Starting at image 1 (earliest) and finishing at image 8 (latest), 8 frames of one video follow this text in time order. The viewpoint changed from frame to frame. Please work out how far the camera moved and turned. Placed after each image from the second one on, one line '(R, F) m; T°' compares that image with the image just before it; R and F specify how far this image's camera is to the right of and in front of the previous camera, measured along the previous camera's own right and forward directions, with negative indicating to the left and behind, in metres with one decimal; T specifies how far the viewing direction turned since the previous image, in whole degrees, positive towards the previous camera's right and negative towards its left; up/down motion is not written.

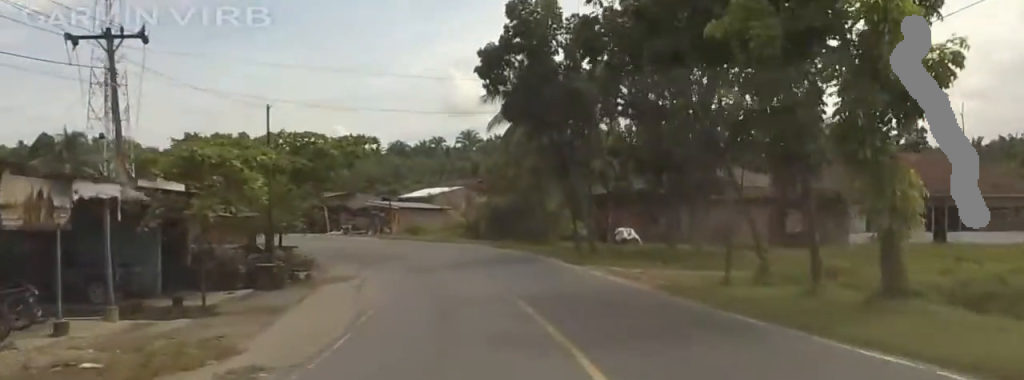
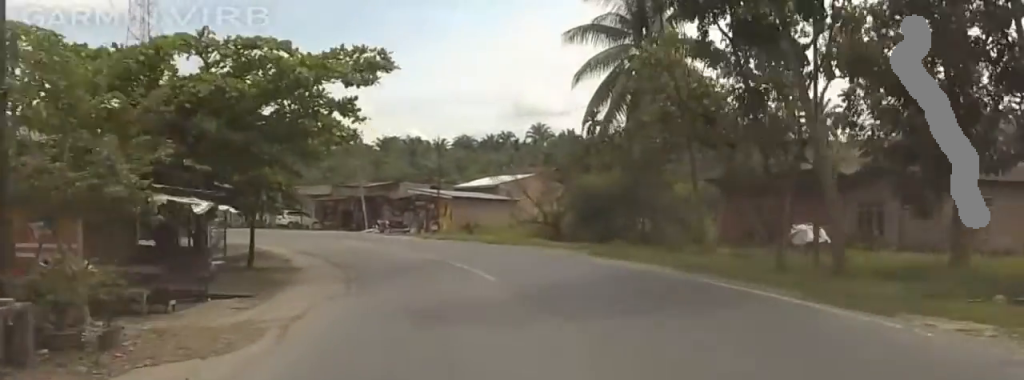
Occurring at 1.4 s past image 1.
(+1.3, +21.1) m; +3°
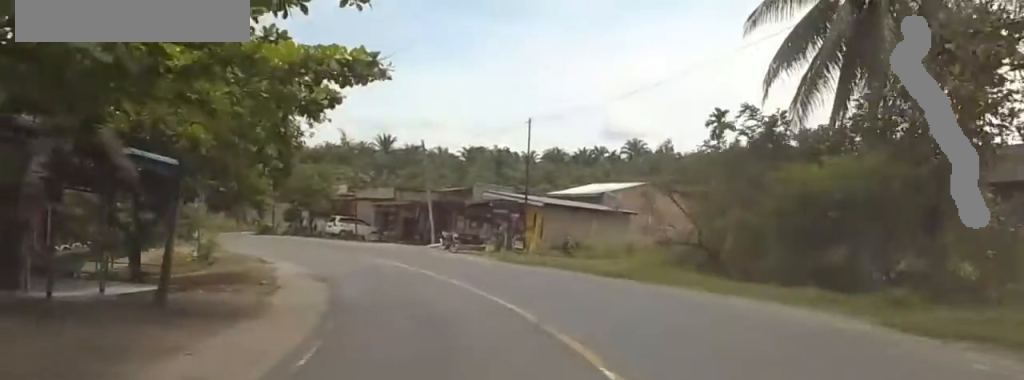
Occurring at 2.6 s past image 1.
(-1.0, +17.7) m; 0°
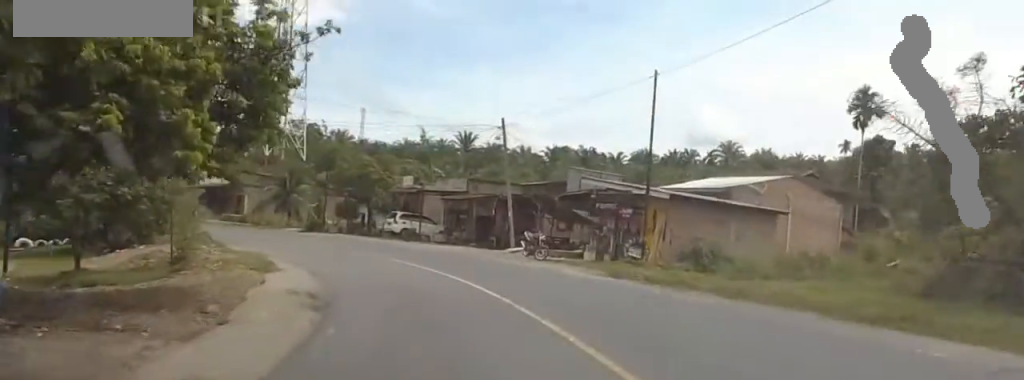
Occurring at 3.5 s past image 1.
(+1.2, +12.9) m; +7°
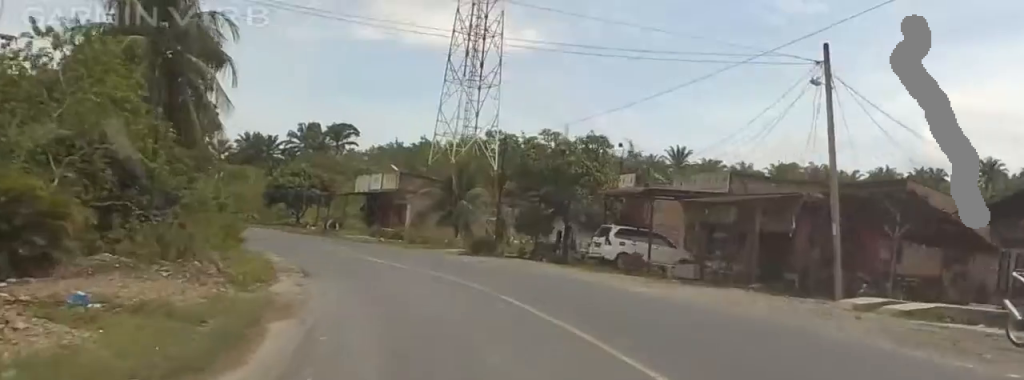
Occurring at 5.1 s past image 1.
(+0.6, +23.6) m; 0°
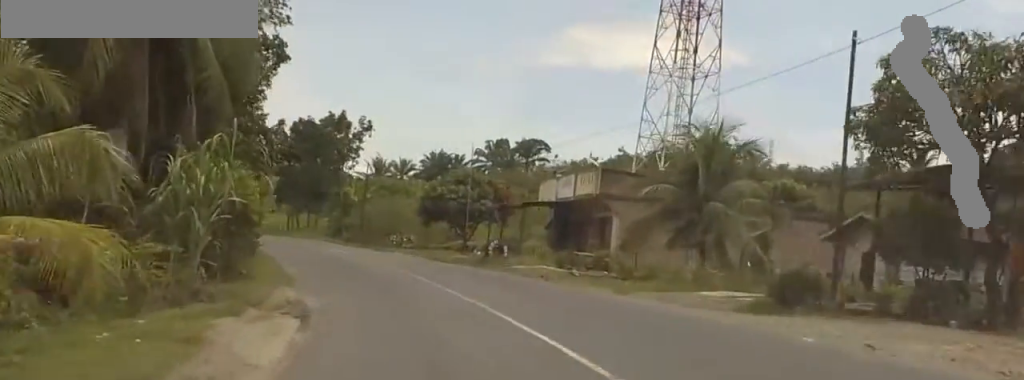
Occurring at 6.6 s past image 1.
(-0.5, +22.2) m; +1°
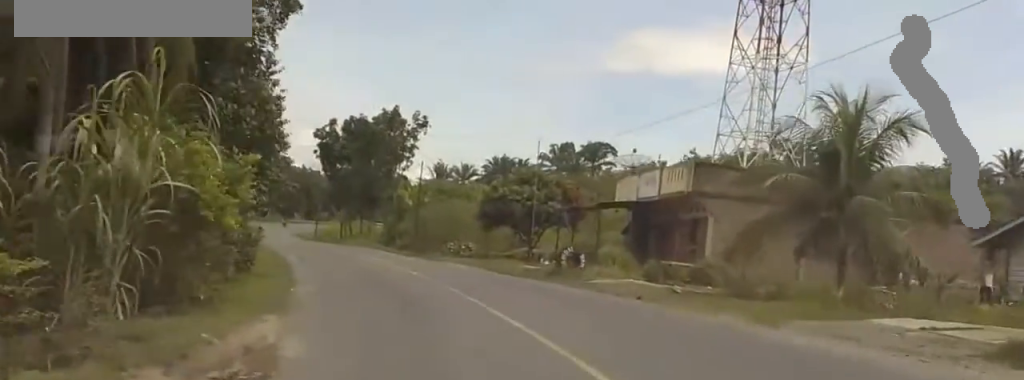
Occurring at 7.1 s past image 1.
(+0.3, +7.1) m; 0°
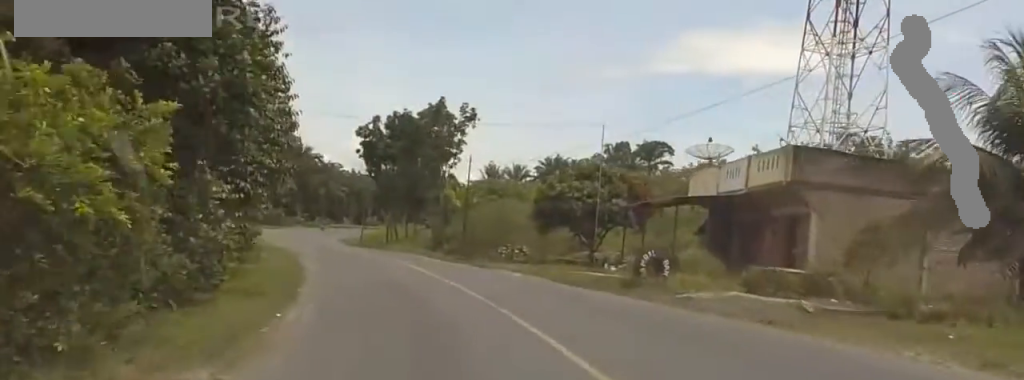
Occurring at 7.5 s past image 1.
(+0.2, +5.9) m; 0°
